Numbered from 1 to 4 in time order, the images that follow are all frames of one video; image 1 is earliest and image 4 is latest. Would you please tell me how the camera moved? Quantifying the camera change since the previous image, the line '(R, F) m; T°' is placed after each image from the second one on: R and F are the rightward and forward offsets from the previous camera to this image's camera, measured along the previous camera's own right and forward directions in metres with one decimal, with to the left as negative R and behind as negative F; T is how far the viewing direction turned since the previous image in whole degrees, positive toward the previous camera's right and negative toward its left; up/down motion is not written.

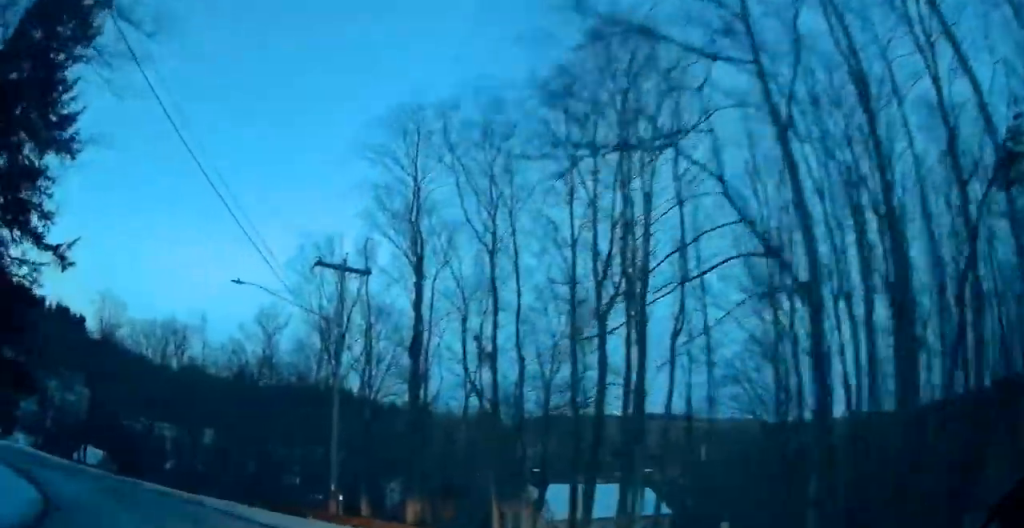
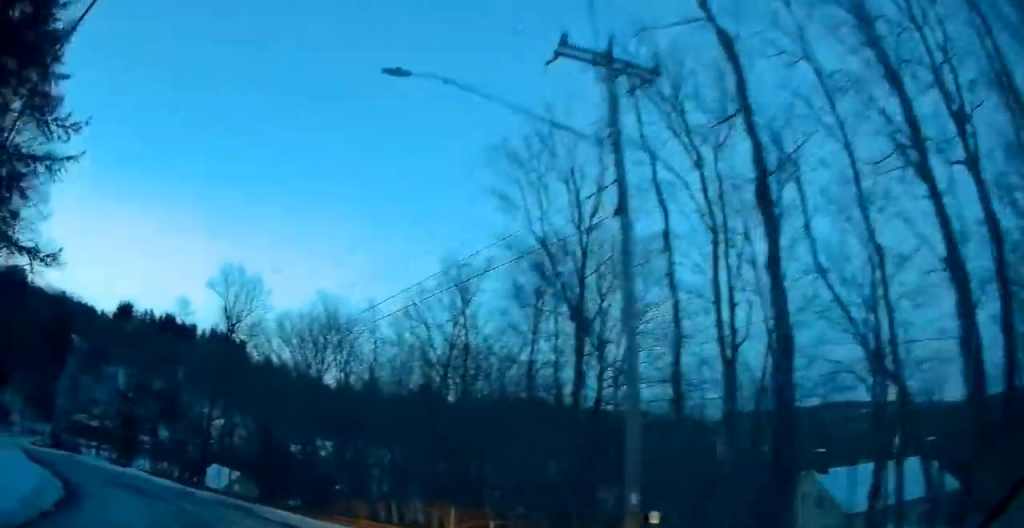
(-1.6, +11.6) m; -17°
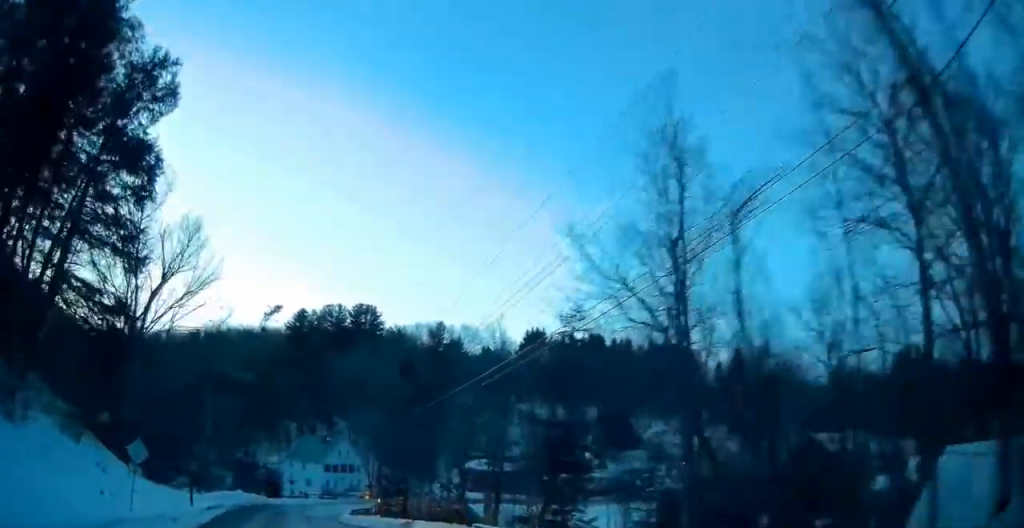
(-18.1, +35.9) m; -43°
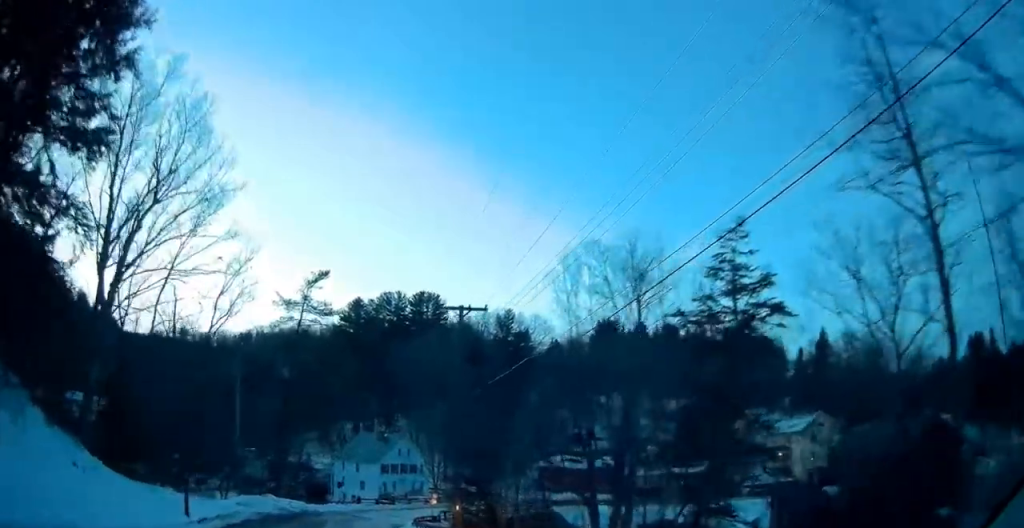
(-0.5, +12.3) m; -7°
